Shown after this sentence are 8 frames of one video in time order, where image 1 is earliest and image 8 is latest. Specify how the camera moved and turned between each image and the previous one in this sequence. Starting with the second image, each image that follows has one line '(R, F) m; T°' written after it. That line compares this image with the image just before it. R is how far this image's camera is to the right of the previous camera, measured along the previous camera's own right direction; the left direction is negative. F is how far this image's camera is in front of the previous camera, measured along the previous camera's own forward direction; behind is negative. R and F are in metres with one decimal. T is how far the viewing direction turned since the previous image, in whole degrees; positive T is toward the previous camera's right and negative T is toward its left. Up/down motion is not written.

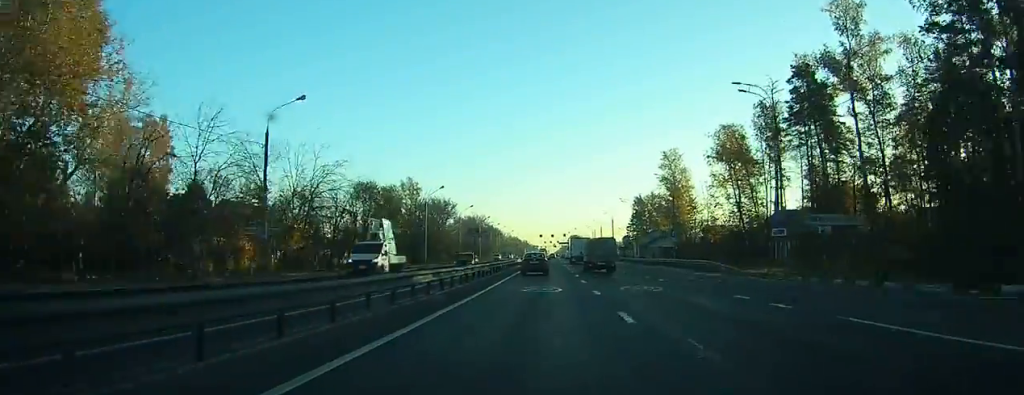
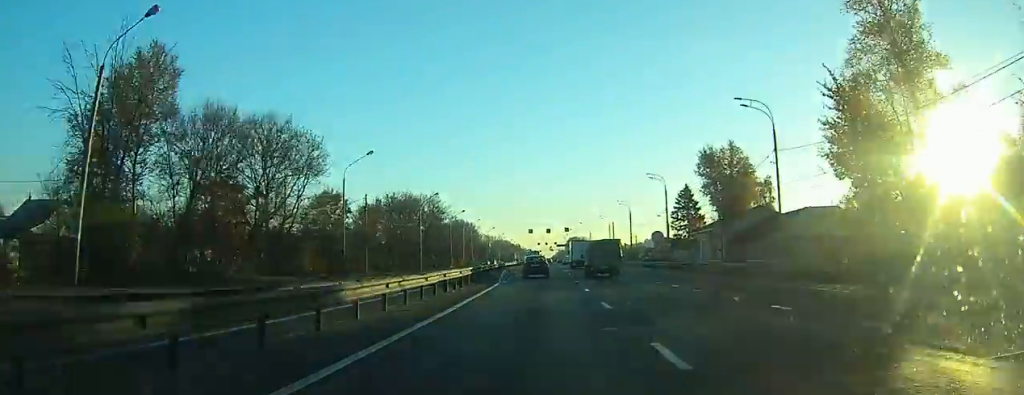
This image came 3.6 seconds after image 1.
(-0.2, +72.1) m; 0°
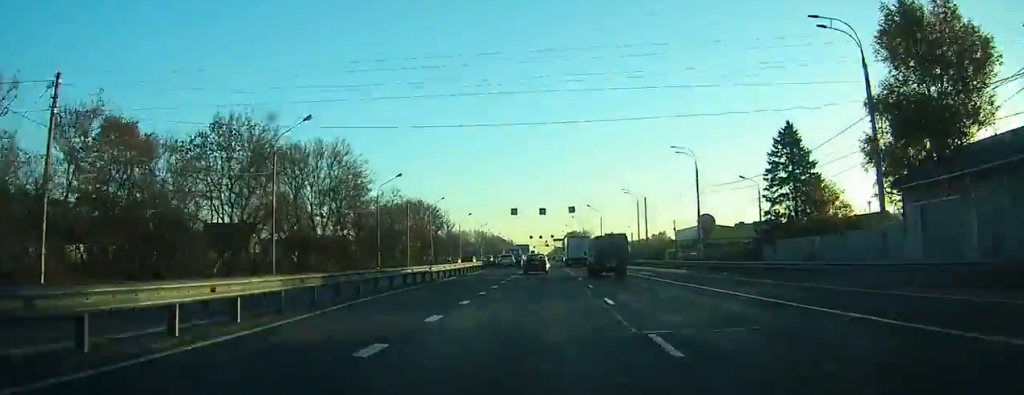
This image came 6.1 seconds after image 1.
(+0.2, +46.5) m; +1°
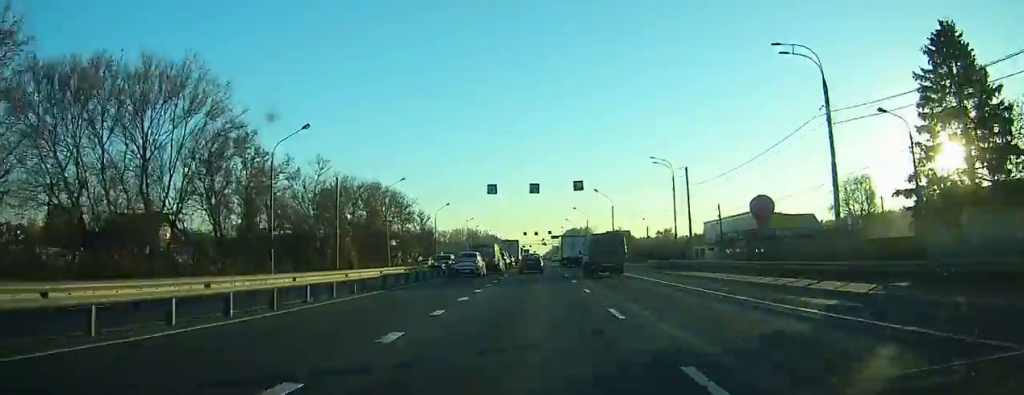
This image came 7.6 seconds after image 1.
(+0.2, +25.8) m; 0°
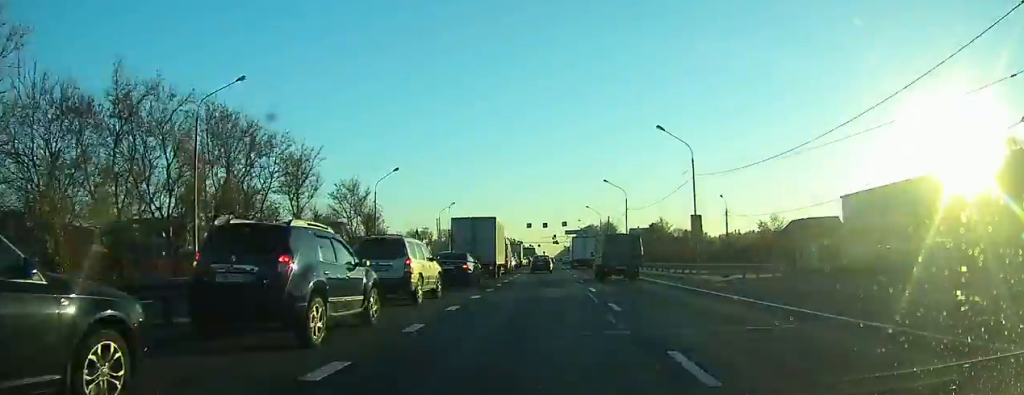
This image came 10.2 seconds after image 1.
(+0.1, +47.1) m; 0°
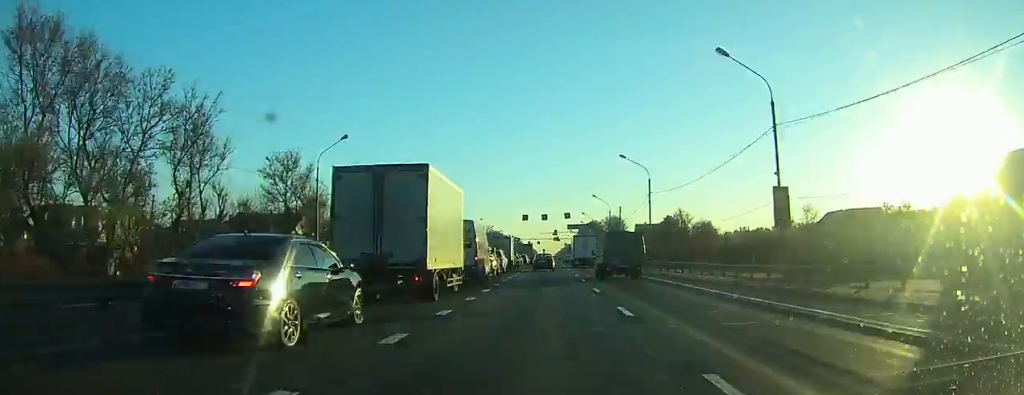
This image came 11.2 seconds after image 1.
(-0.1, +18.0) m; 0°
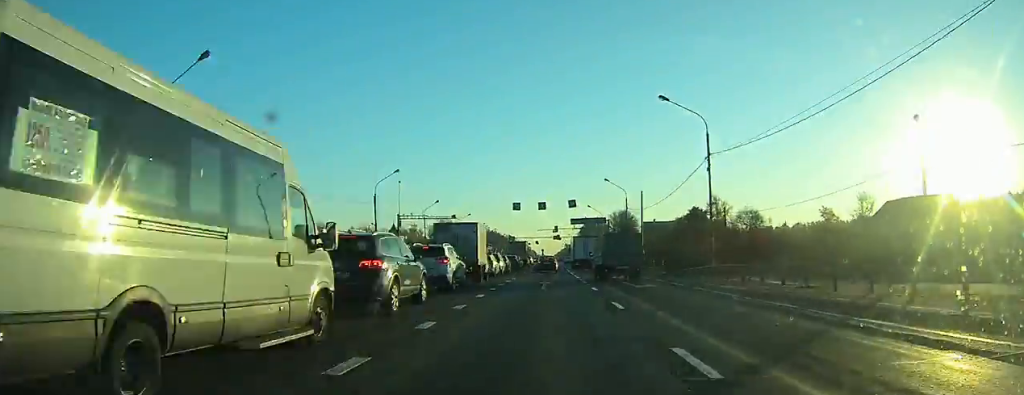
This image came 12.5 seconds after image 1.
(-0.2, +22.4) m; 0°
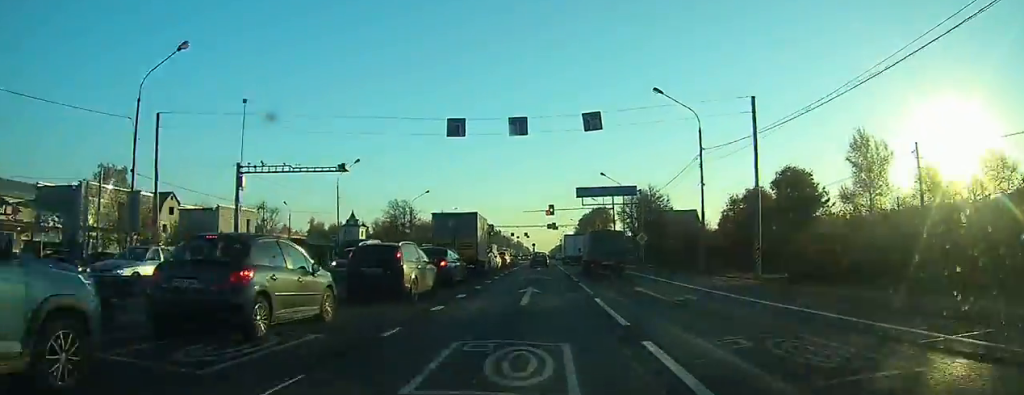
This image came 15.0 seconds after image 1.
(+0.3, +38.3) m; +1°
